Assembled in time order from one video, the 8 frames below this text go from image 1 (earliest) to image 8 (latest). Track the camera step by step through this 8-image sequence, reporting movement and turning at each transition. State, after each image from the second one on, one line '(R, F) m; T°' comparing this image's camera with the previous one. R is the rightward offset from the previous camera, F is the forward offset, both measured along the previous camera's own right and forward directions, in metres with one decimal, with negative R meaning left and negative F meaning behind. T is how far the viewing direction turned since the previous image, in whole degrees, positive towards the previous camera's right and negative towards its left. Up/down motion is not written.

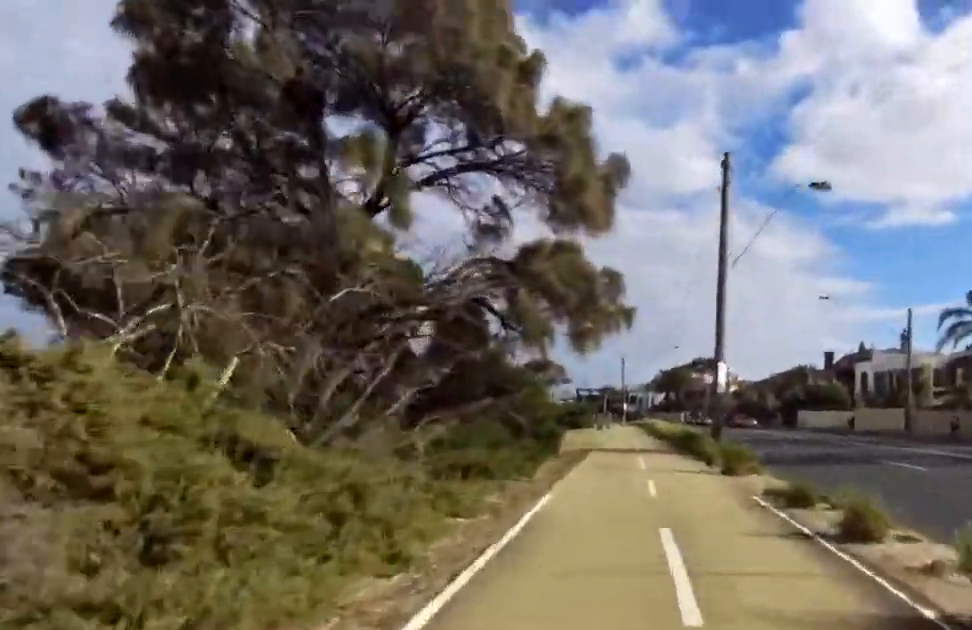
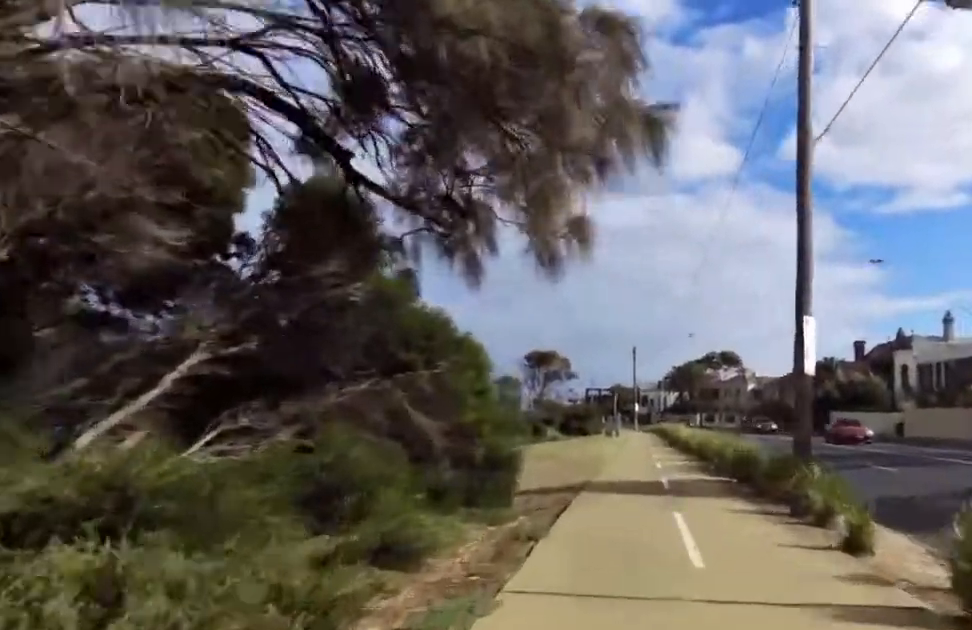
(-0.2, +9.1) m; -1°
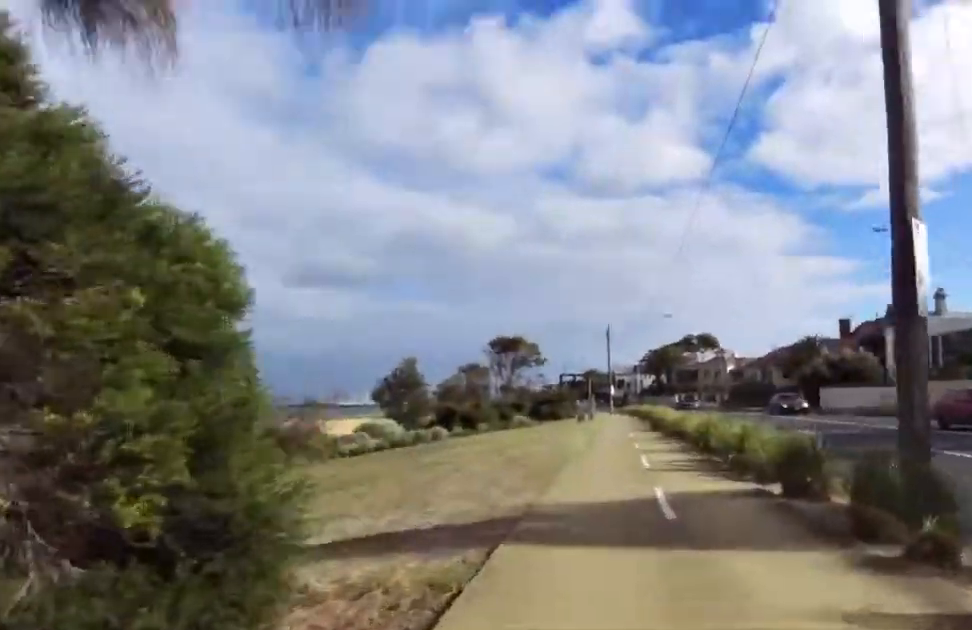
(+0.2, +5.4) m; -1°
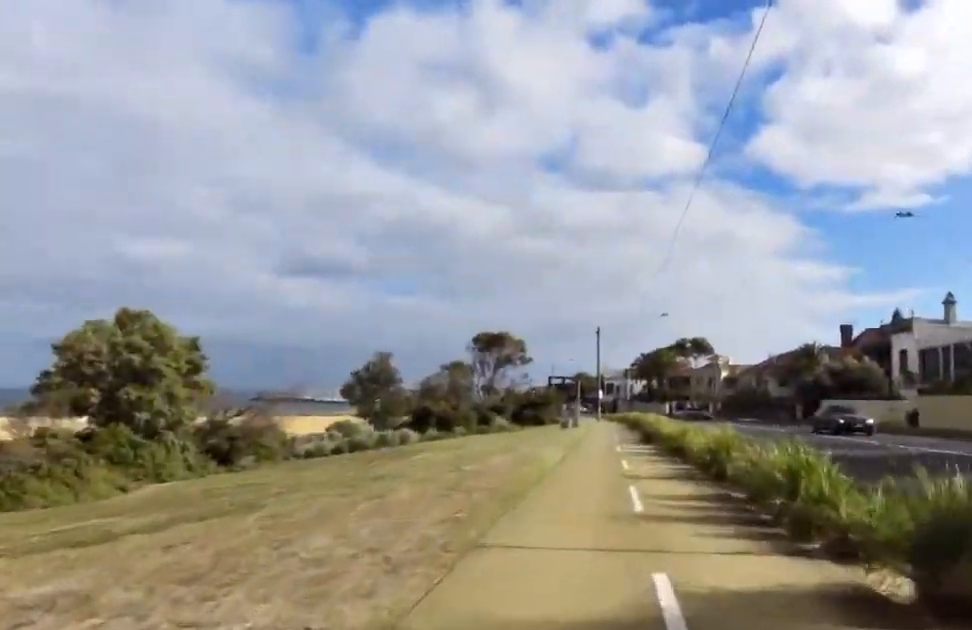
(-0.6, +4.1) m; +1°
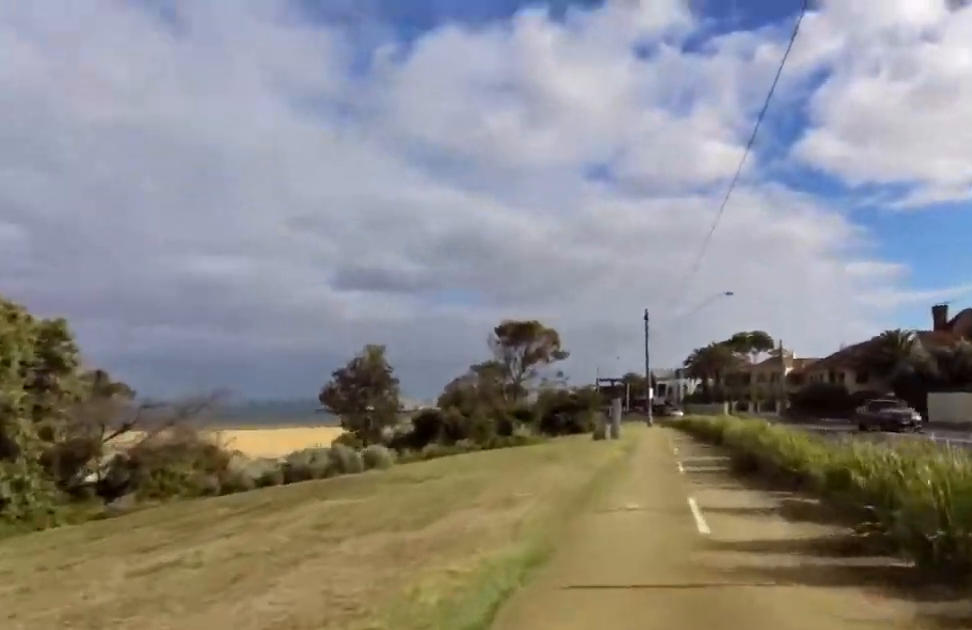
(+0.4, +12.6) m; -1°
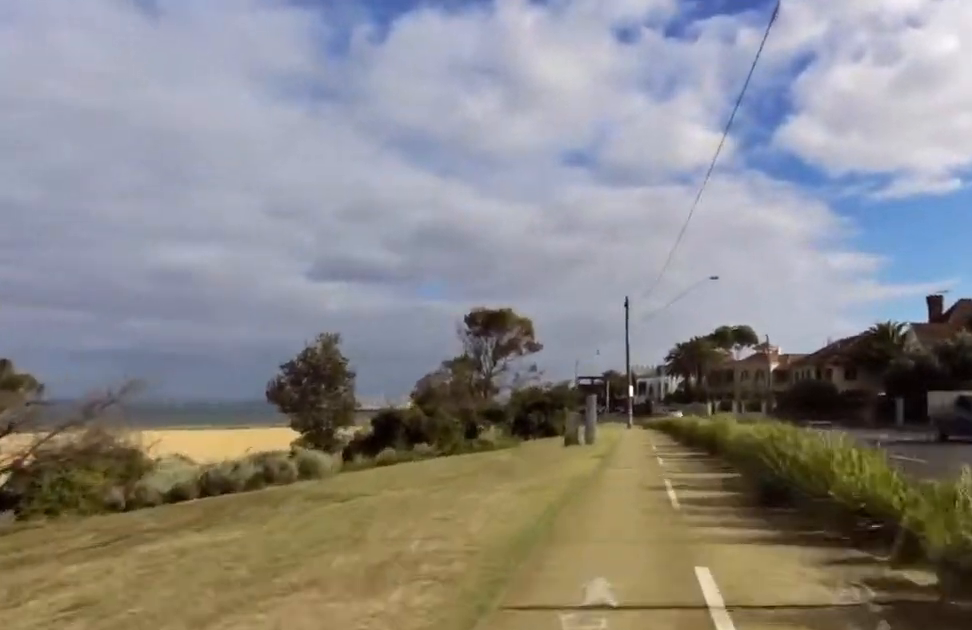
(-0.6, +3.7) m; -1°
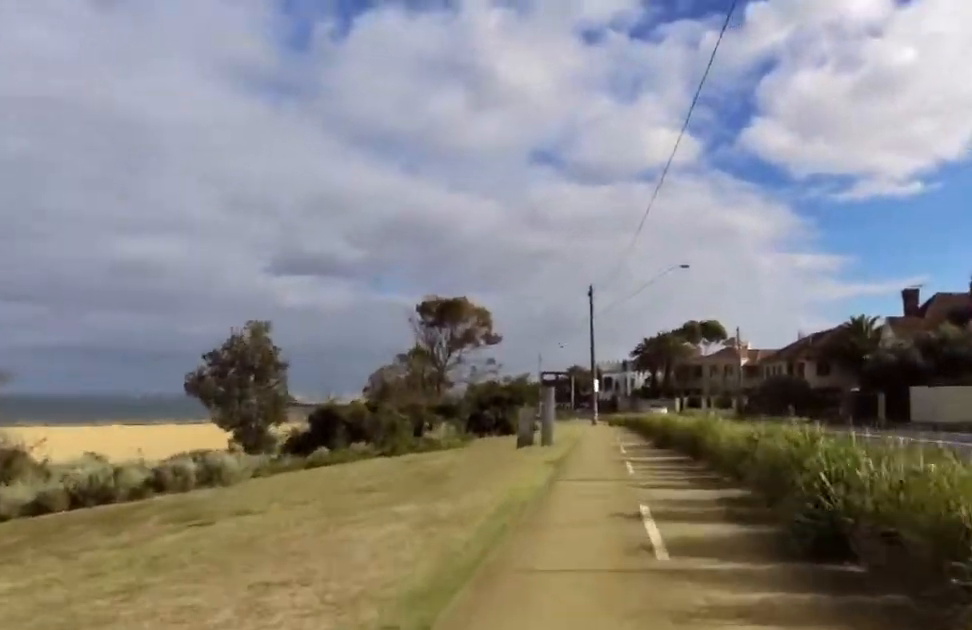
(+0.5, +3.2) m; +1°
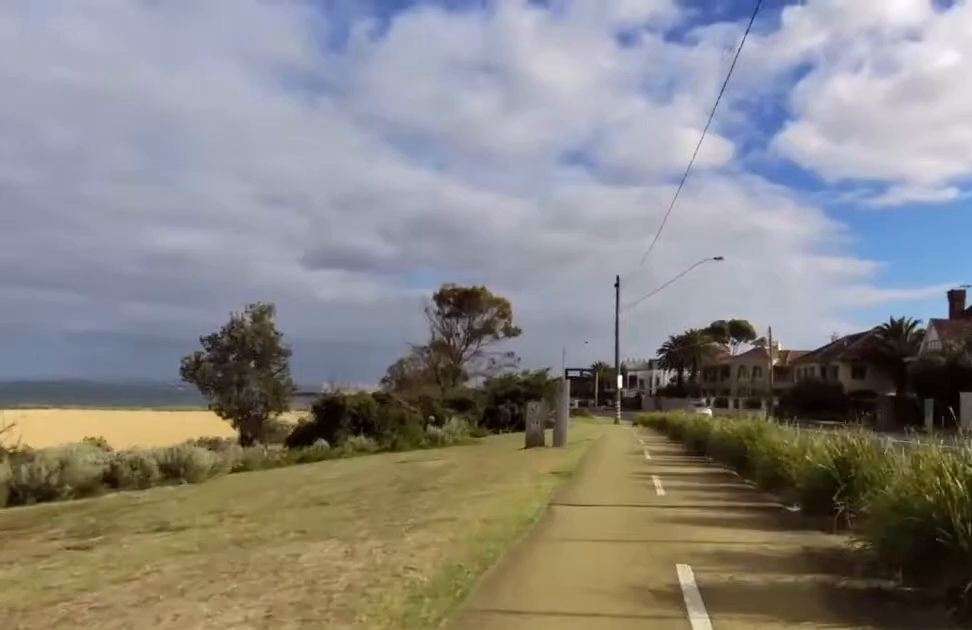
(+0.4, +3.0) m; +1°
